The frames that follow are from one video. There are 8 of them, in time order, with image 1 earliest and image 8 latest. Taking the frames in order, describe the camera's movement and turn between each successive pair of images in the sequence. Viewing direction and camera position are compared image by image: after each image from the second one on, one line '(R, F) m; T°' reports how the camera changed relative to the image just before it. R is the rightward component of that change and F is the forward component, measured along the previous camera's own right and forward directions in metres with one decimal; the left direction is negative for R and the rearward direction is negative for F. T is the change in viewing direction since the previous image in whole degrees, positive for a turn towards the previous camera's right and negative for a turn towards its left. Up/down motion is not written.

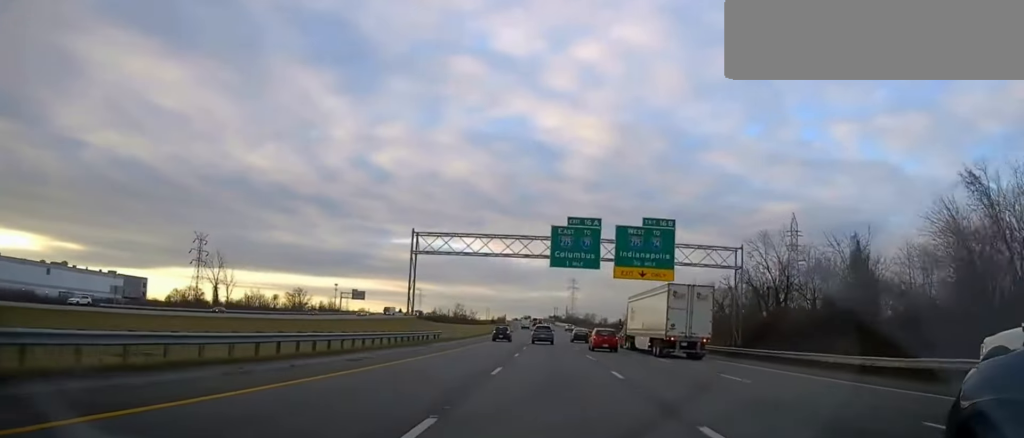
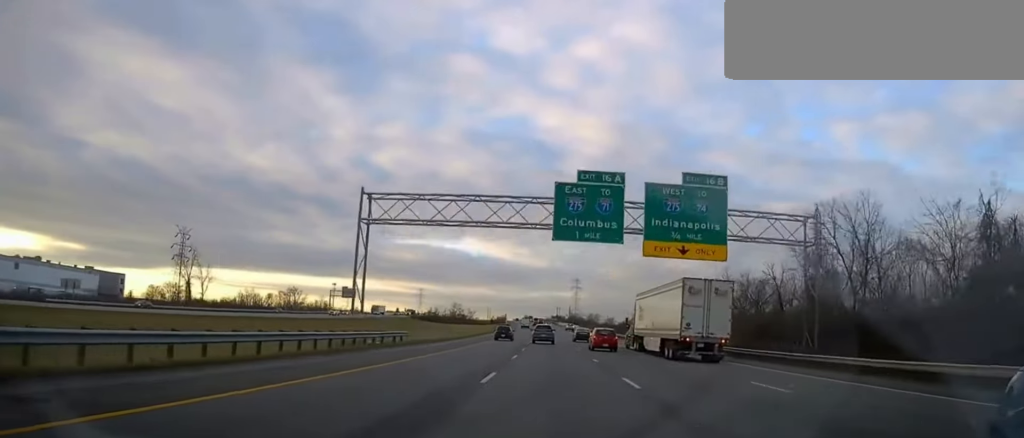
(0.0, +15.5) m; 0°
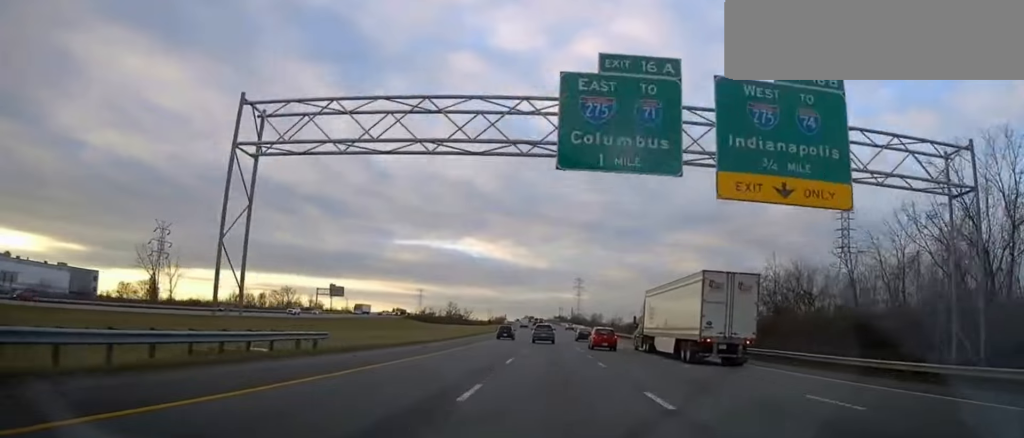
(0.0, +16.4) m; 0°
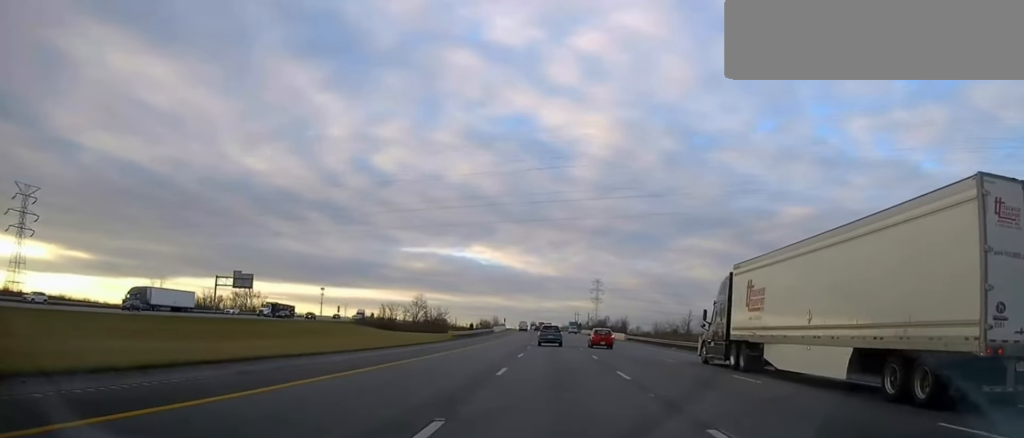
(-0.6, +79.9) m; -3°
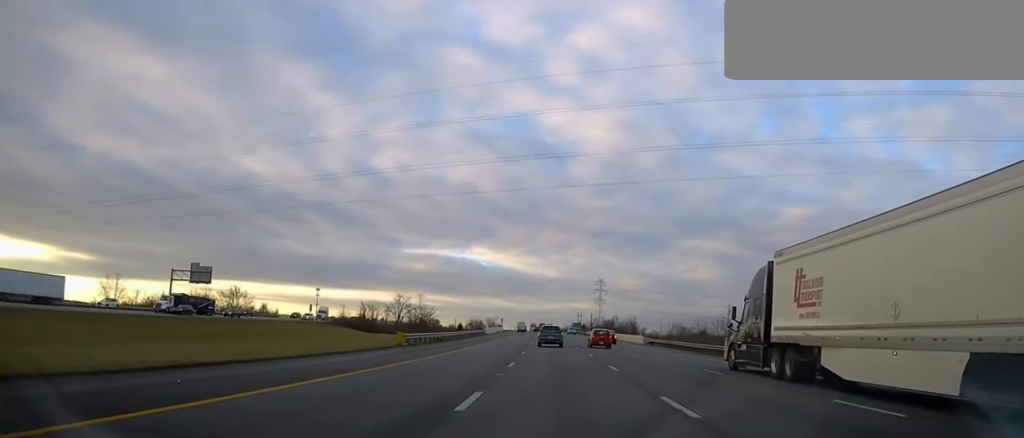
(-0.4, +20.3) m; 0°
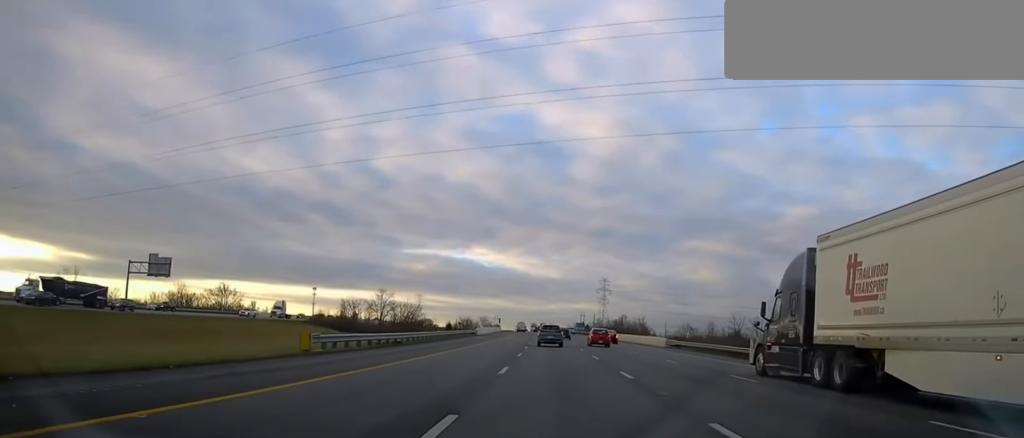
(0.0, +16.3) m; +1°
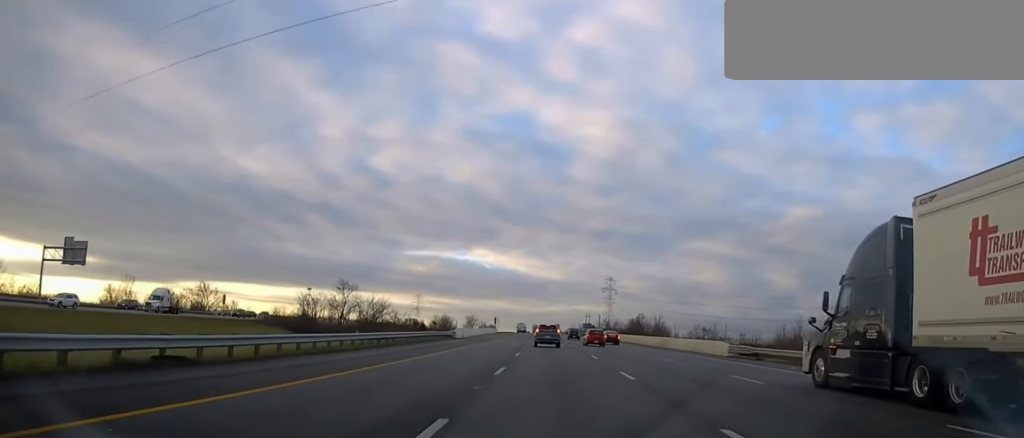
(+0.5, +25.6) m; +1°
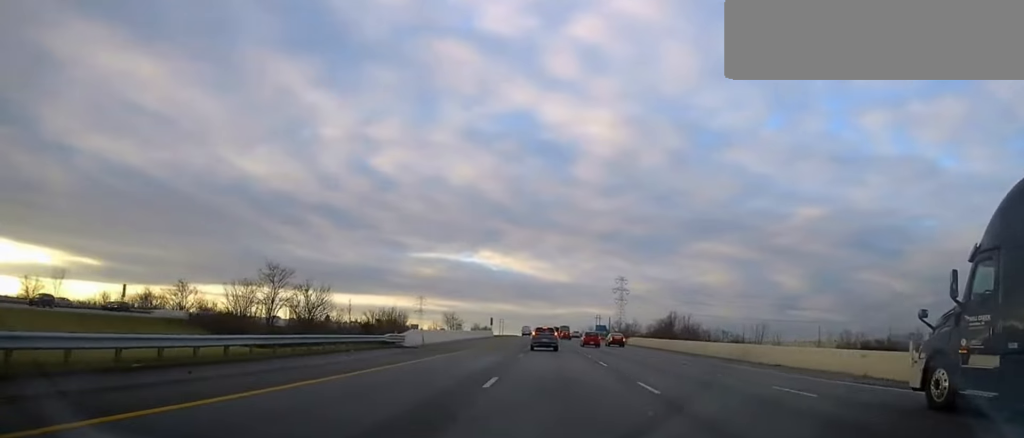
(0.0, +28.6) m; -1°
